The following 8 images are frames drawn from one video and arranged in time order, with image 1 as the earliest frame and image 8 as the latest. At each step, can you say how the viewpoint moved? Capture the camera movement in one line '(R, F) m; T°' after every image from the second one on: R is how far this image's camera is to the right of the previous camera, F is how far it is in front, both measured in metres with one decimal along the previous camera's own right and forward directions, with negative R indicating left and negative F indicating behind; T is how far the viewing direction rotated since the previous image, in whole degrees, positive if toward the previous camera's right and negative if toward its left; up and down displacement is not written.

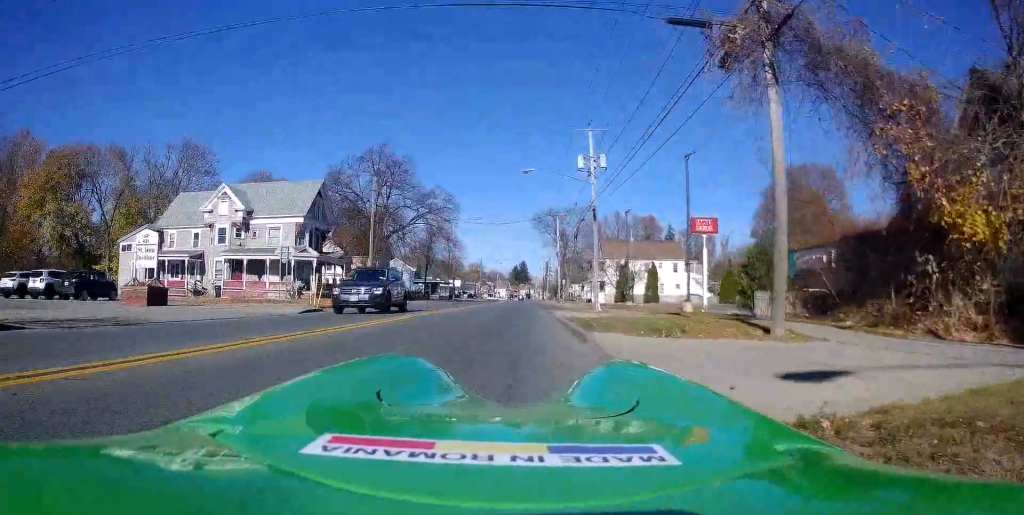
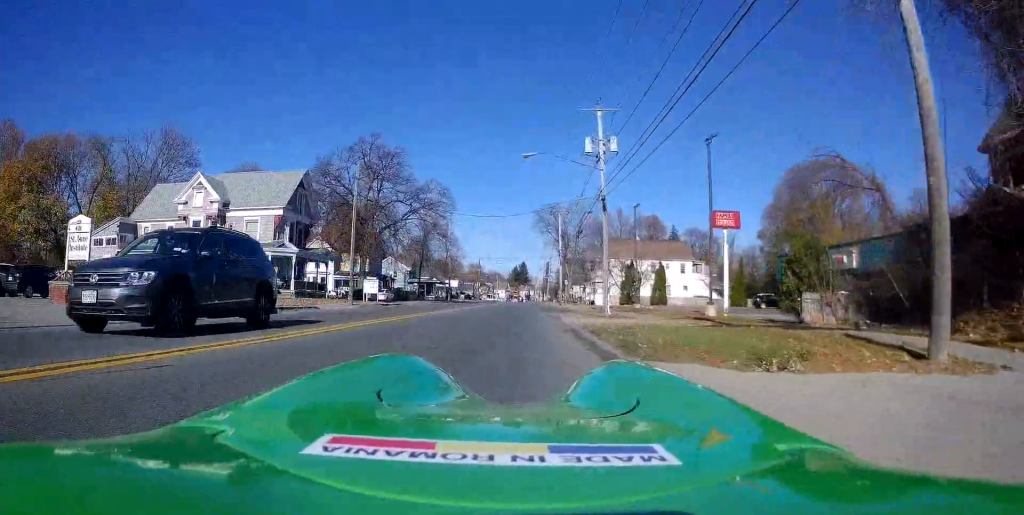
(+0.2, +4.7) m; 0°
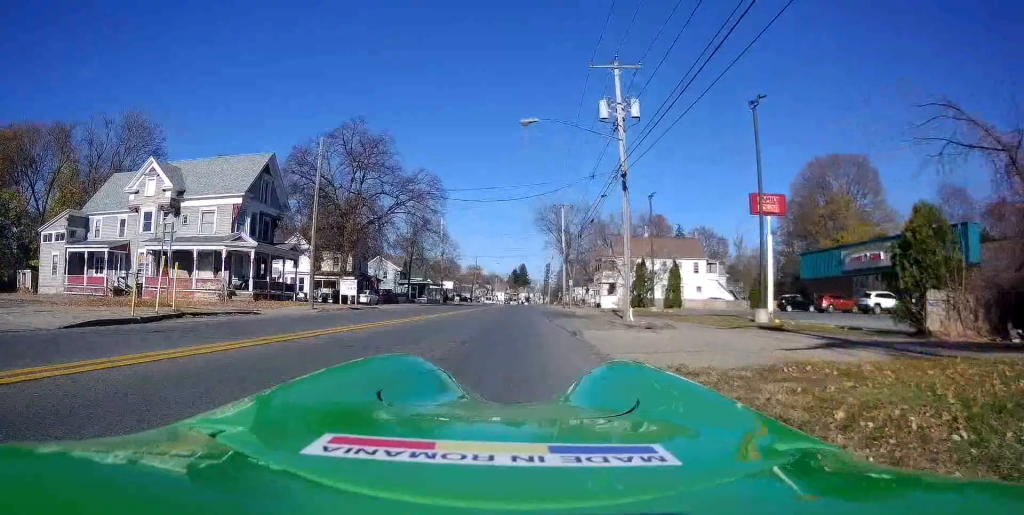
(0.0, +7.2) m; 0°
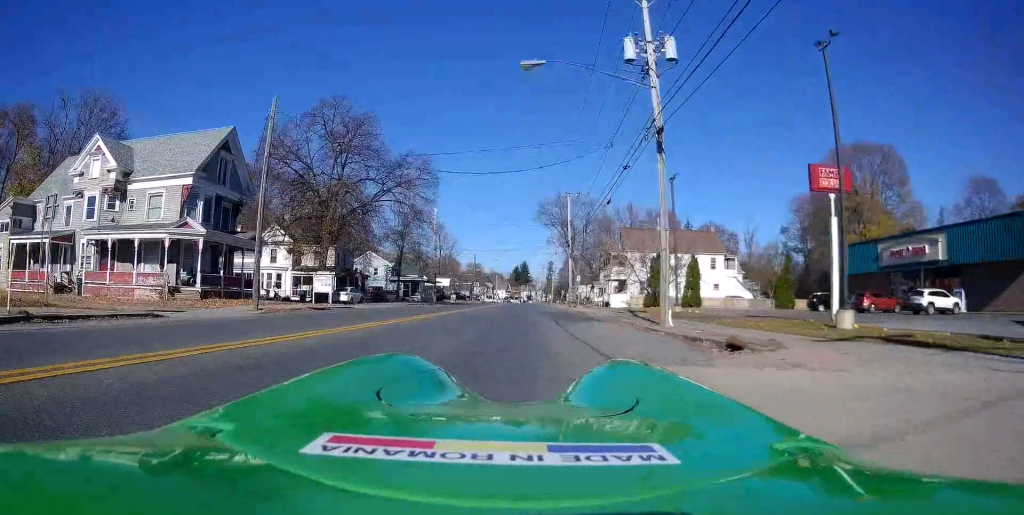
(-0.1, +6.7) m; 0°
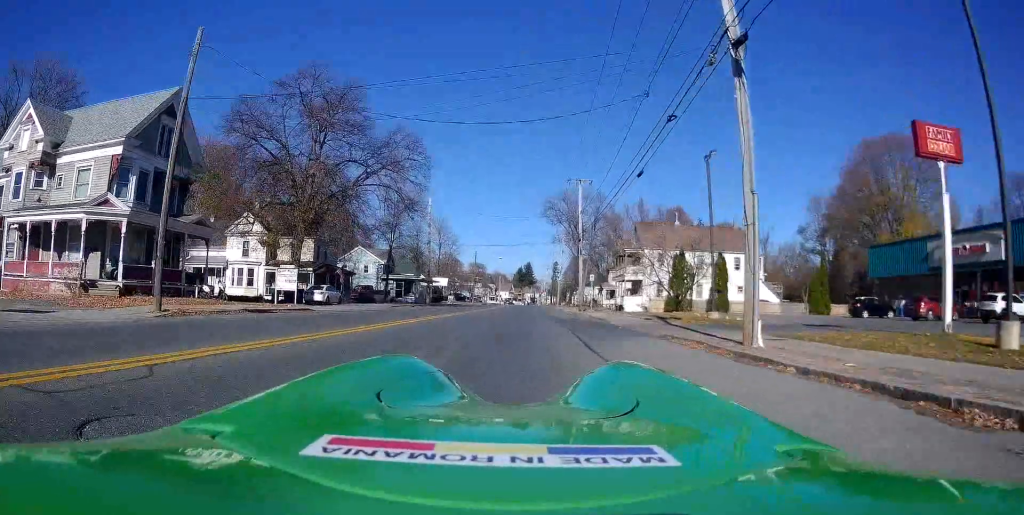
(+0.2, +7.3) m; 0°
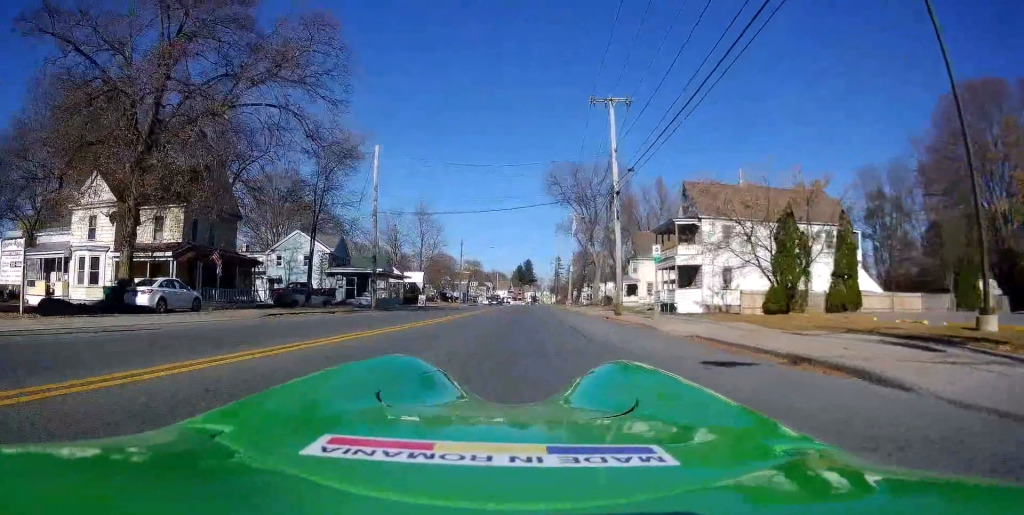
(+0.3, +21.3) m; +3°
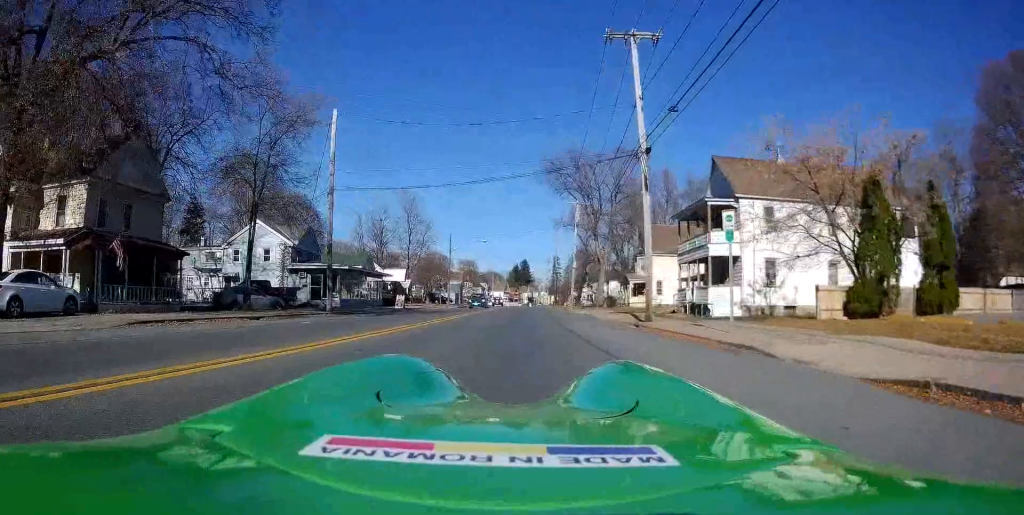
(0.0, +8.1) m; 0°
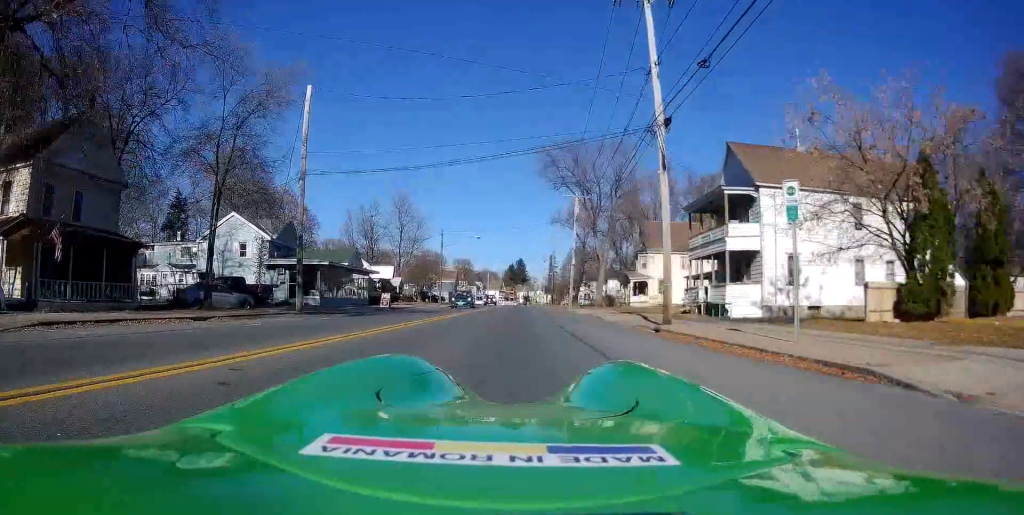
(0.0, +3.7) m; 0°
